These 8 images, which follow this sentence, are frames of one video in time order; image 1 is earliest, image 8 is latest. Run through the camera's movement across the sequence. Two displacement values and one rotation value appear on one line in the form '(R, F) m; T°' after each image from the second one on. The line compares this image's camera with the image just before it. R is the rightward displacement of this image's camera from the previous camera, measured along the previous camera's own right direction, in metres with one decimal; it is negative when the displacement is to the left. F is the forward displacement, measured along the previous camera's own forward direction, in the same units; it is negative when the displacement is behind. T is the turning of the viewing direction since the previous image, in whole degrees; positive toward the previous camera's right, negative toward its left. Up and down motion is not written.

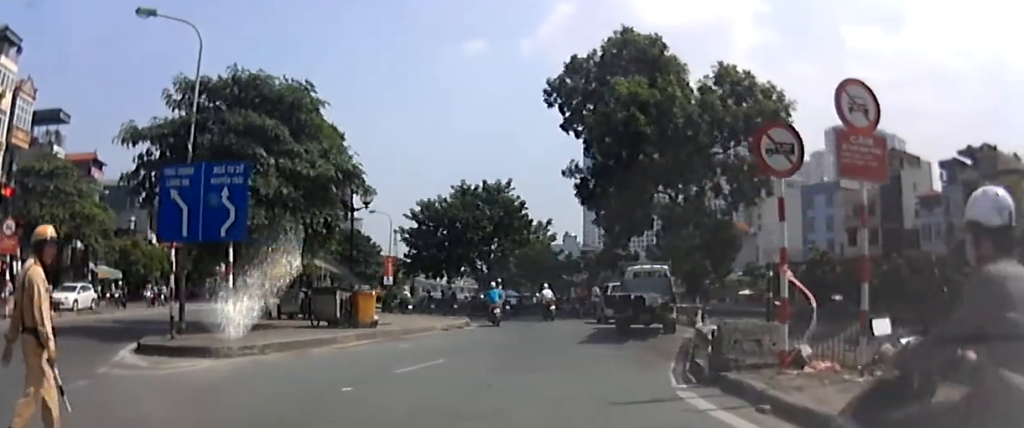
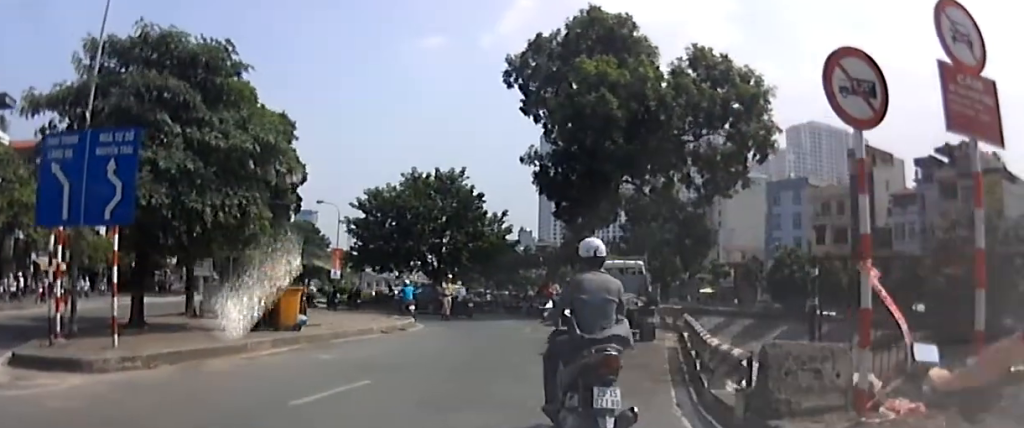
(0.0, +3.6) m; +6°
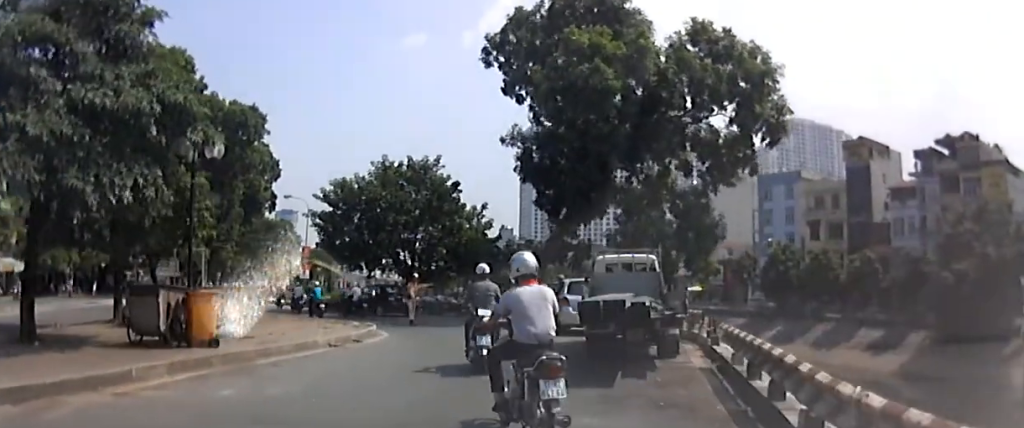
(+0.4, +4.6) m; +6°
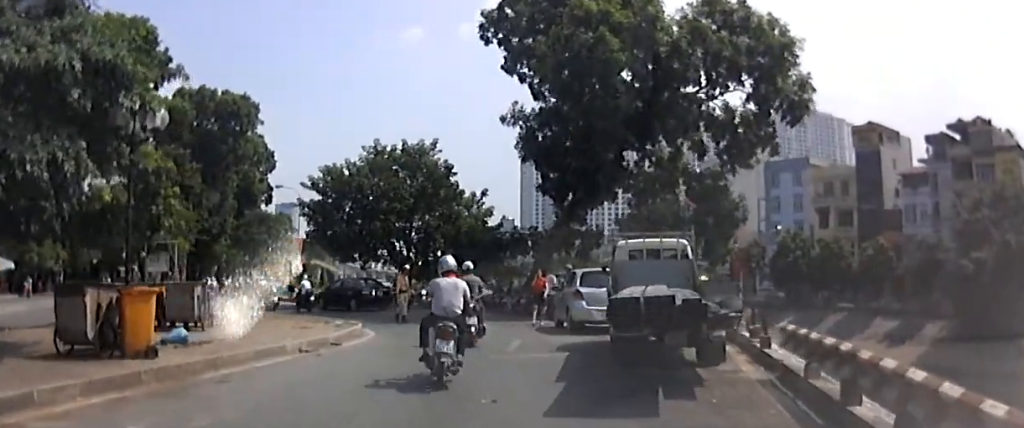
(0.0, +2.9) m; 0°
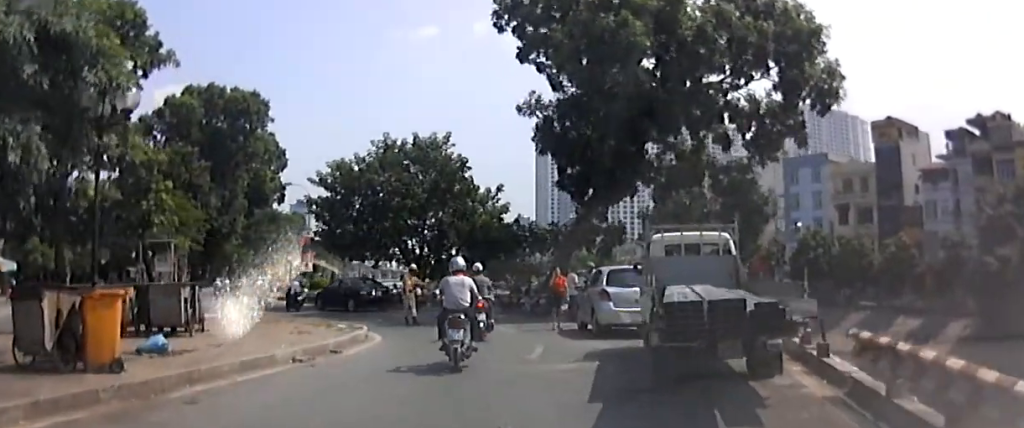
(0.0, +1.6) m; 0°
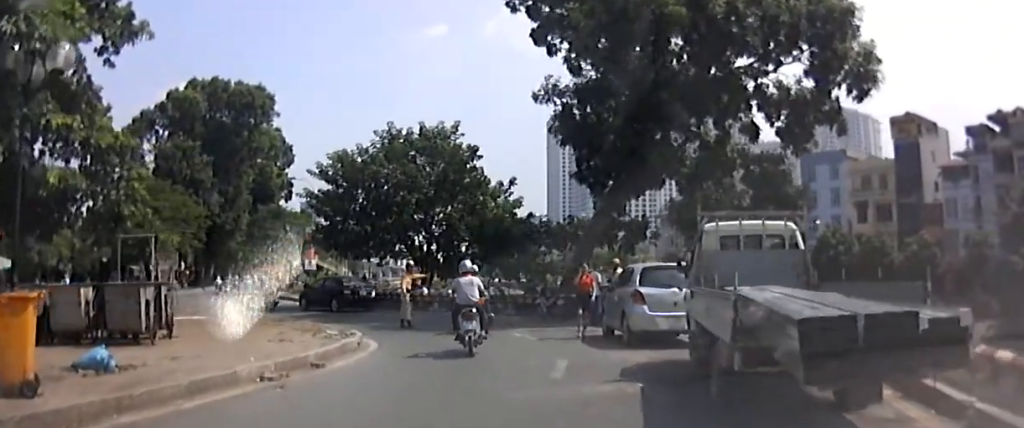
(0.0, +2.3) m; 0°
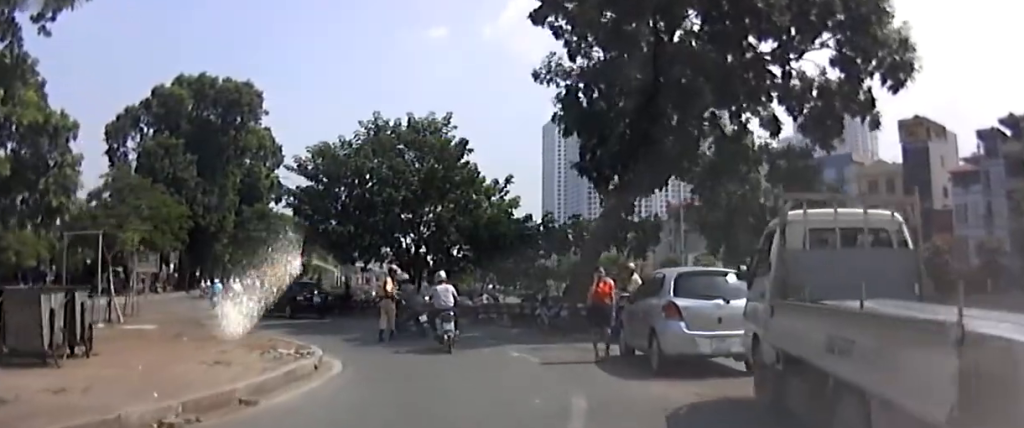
(0.0, +2.9) m; +1°
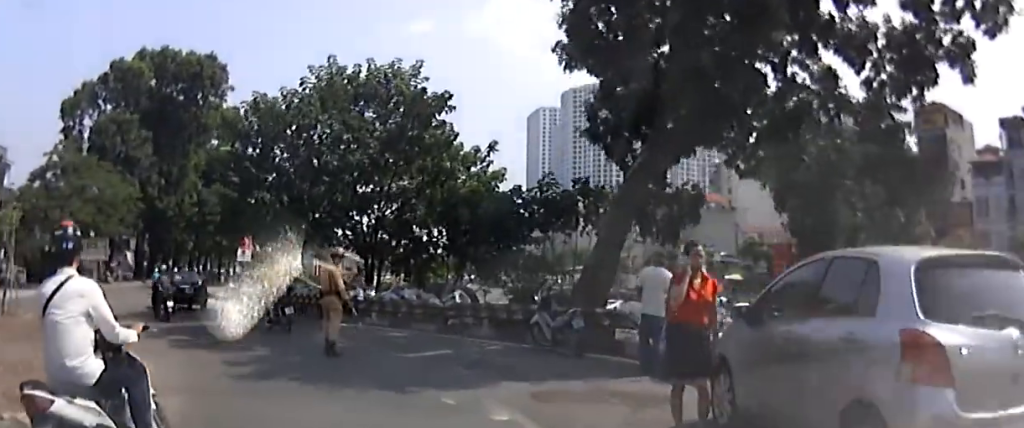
(0.0, +6.1) m; -4°
